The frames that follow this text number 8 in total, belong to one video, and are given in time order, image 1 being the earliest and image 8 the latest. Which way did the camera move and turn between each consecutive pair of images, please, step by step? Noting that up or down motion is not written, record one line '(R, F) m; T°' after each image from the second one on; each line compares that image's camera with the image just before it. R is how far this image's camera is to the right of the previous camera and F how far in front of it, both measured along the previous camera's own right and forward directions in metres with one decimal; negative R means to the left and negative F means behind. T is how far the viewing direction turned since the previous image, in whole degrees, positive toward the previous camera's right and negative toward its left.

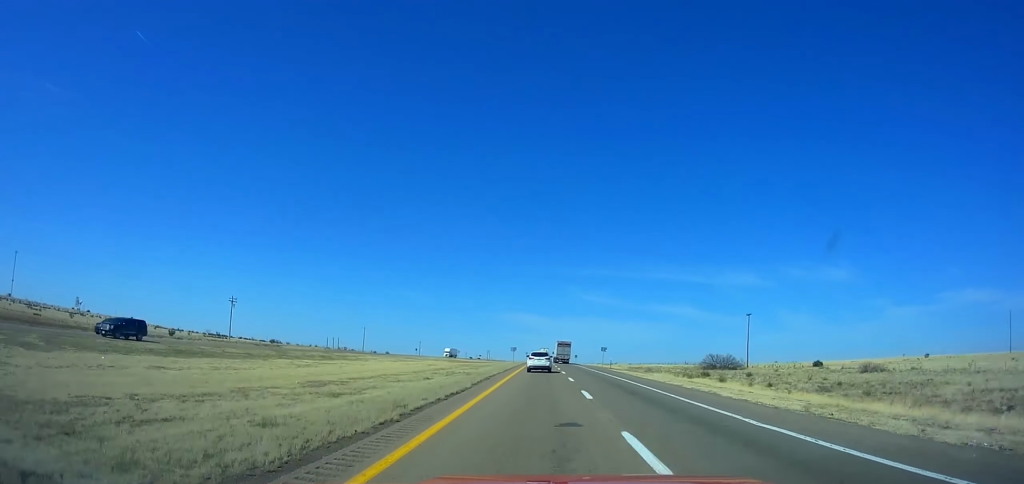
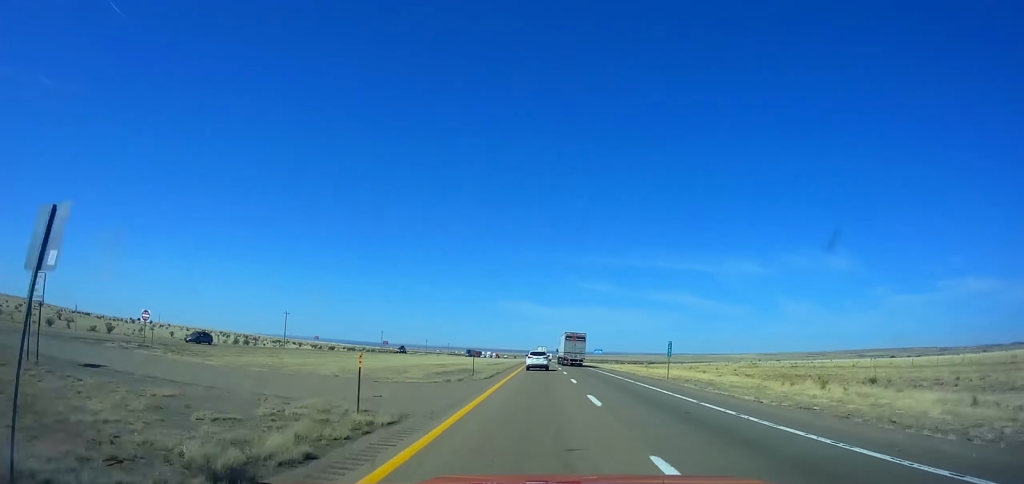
(-1.0, +175.4) m; -1°
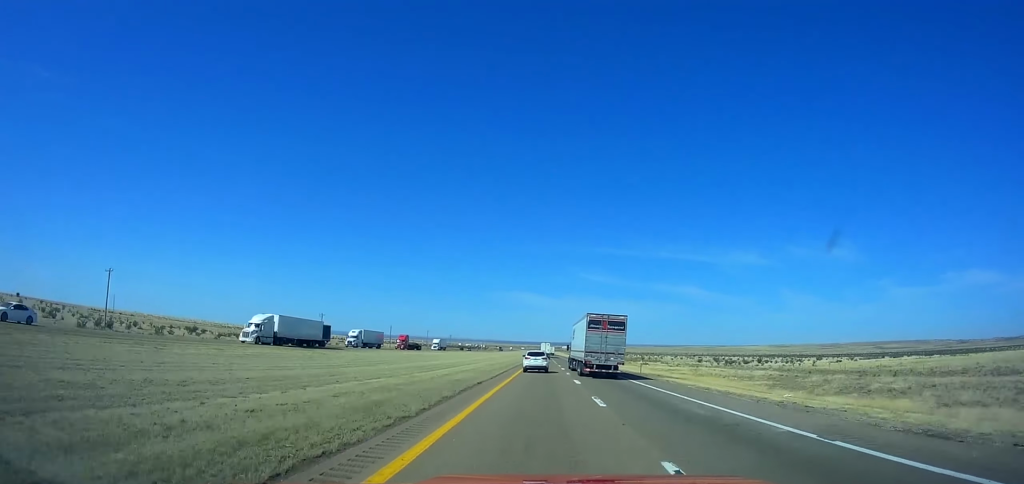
(-0.1, +170.3) m; 0°
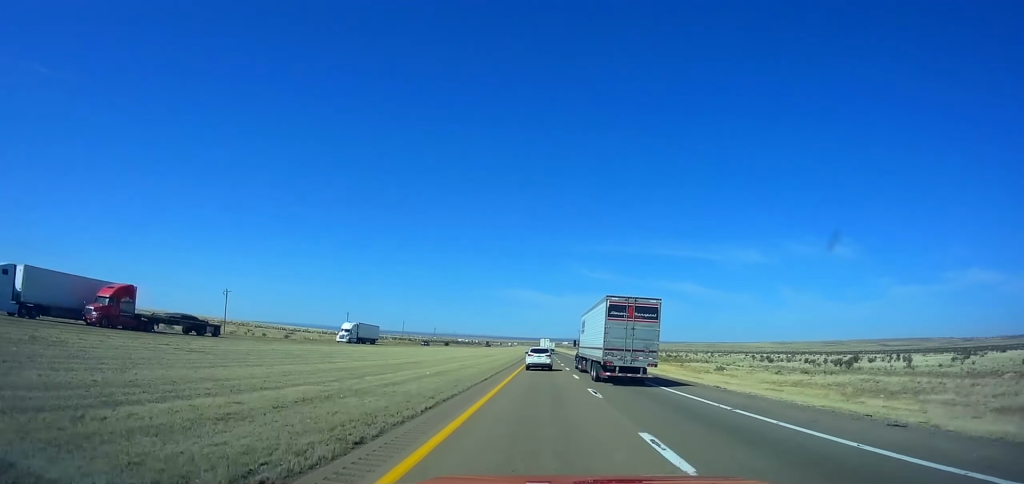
(+0.2, +57.8) m; 0°
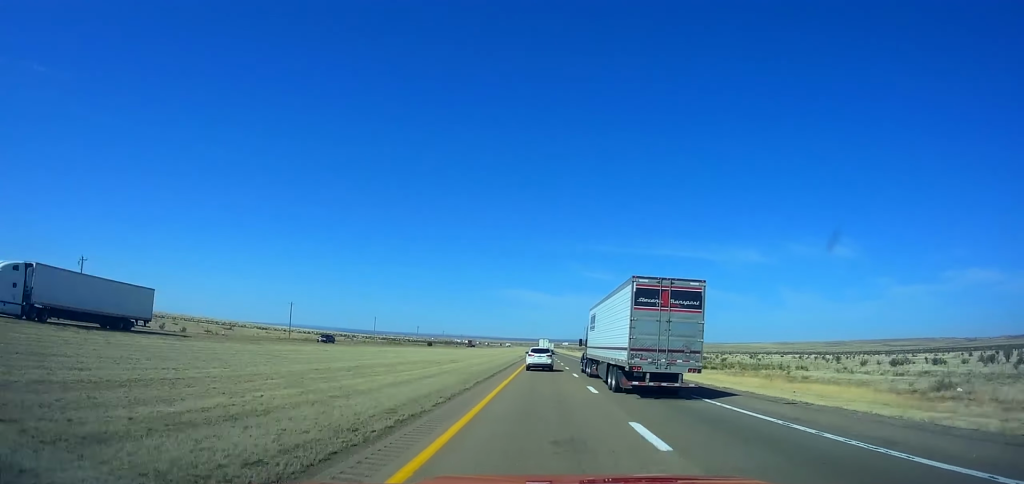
(0.0, +47.4) m; 0°
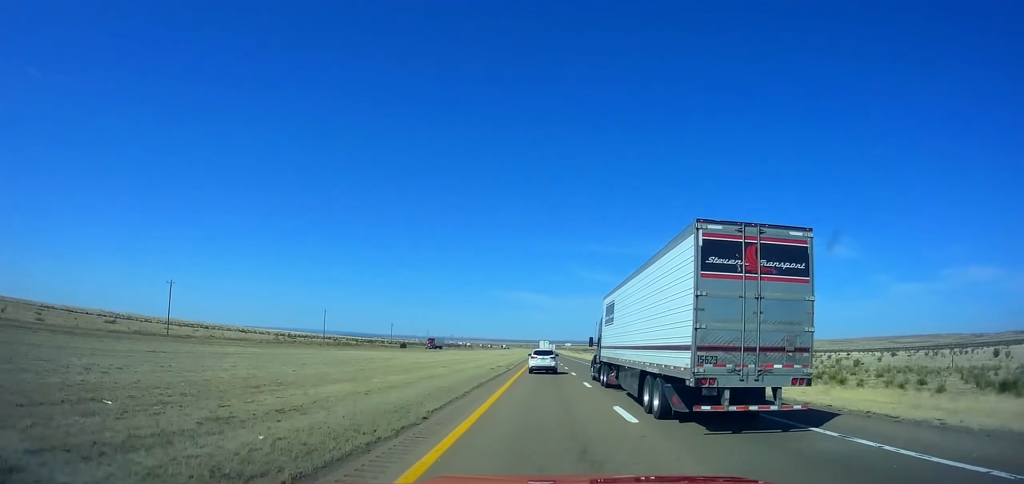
(0.0, +57.7) m; 0°
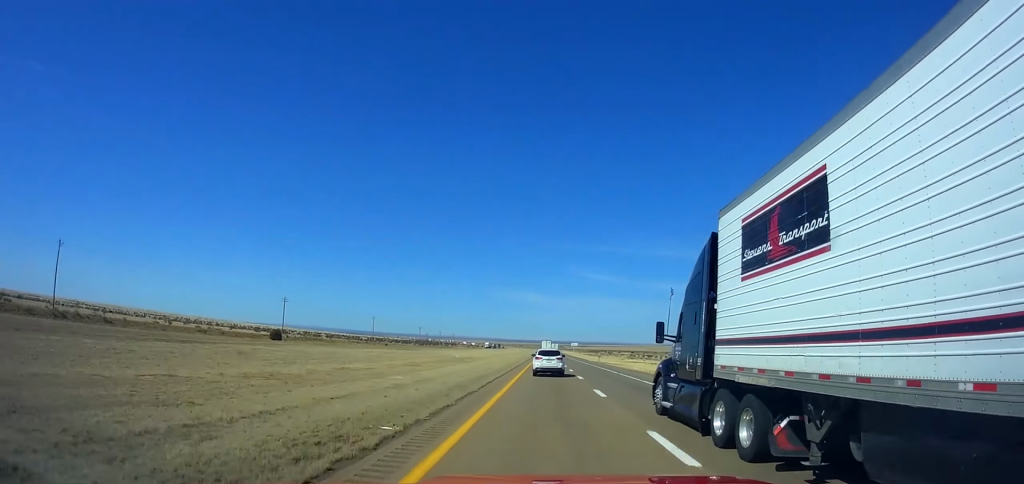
(+0.1, +115.1) m; 0°
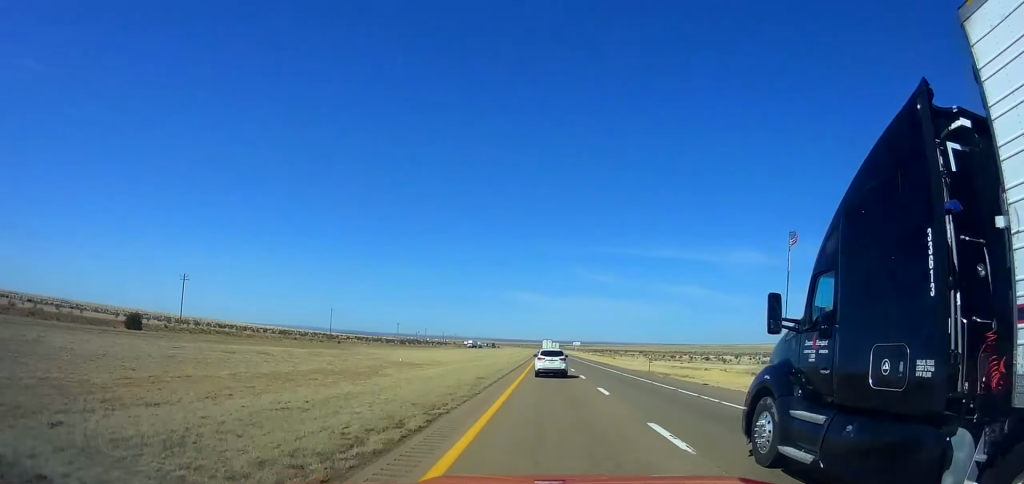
(0.0, +47.4) m; 0°
